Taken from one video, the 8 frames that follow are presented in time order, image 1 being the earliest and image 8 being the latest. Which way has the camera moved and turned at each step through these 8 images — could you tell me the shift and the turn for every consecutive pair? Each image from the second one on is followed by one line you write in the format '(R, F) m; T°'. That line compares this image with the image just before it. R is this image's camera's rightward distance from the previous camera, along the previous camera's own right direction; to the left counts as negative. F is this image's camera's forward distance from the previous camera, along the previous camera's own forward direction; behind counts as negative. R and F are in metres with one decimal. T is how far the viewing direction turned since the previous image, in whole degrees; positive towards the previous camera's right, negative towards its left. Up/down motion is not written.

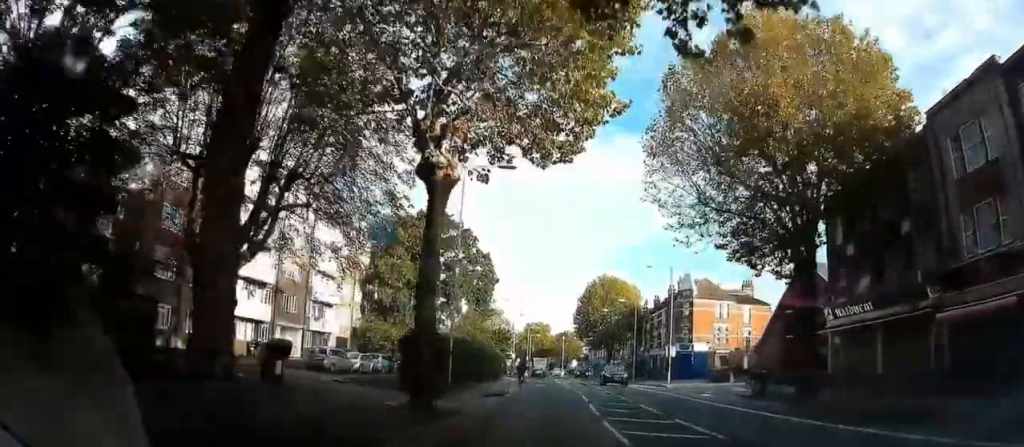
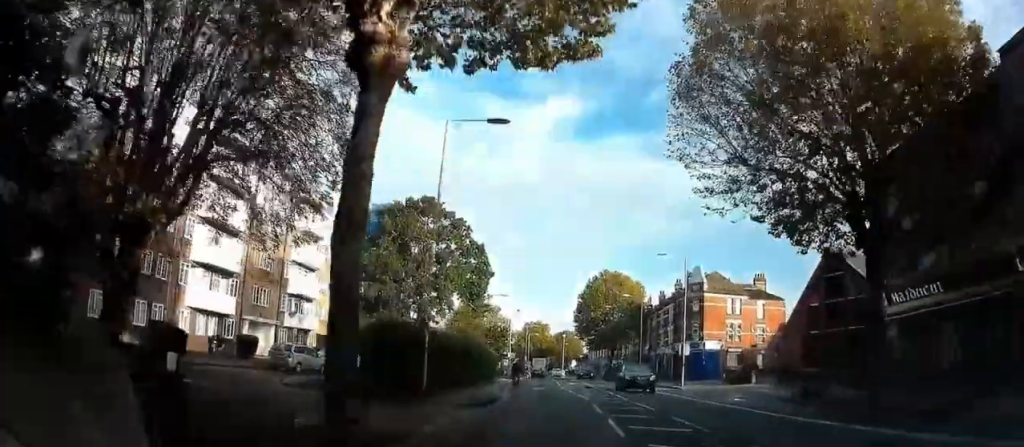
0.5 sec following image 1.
(-0.1, +4.9) m; 0°
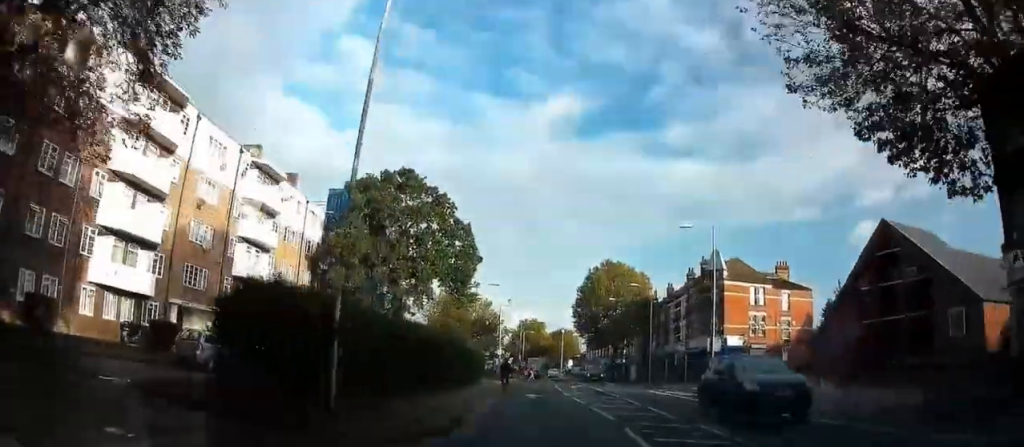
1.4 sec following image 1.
(+0.2, +8.4) m; +1°
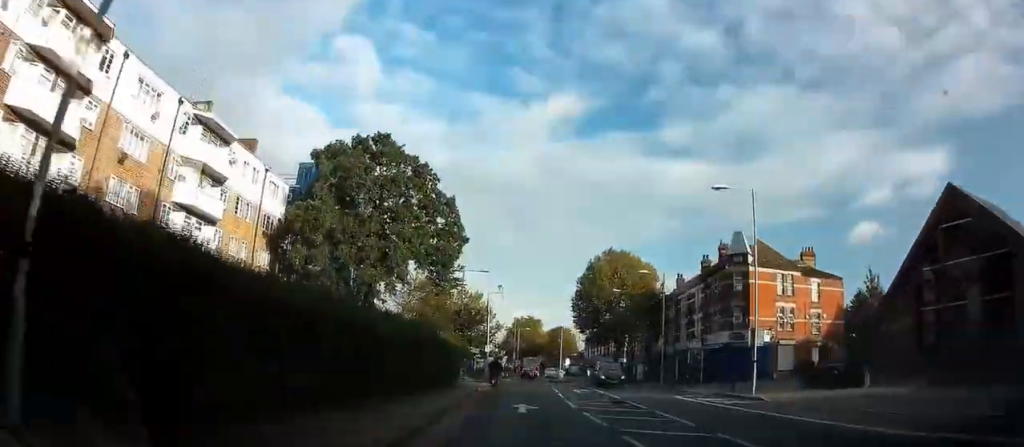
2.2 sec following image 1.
(+0.1, +8.0) m; +1°
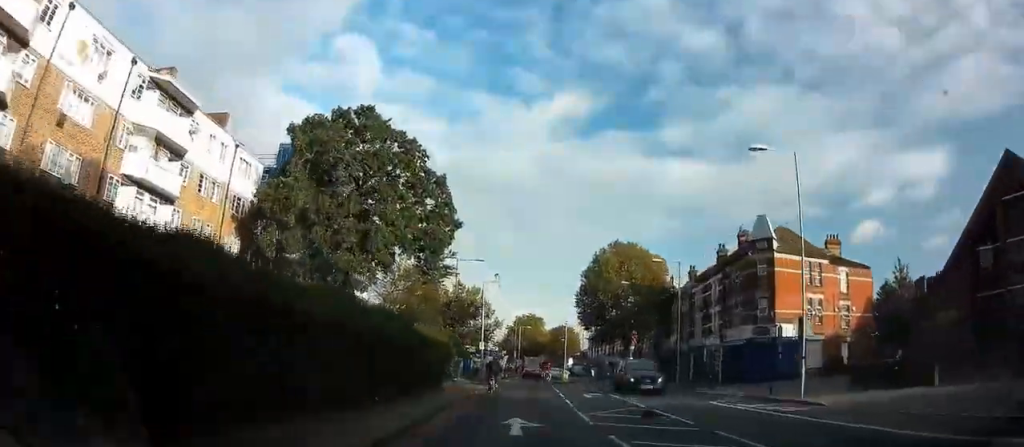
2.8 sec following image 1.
(0.0, +5.4) m; +1°
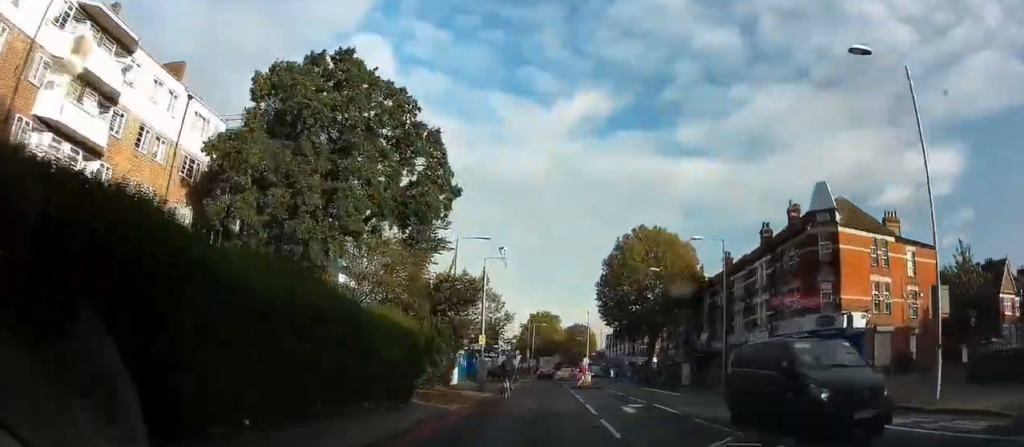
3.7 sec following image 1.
(+0.1, +8.4) m; 0°
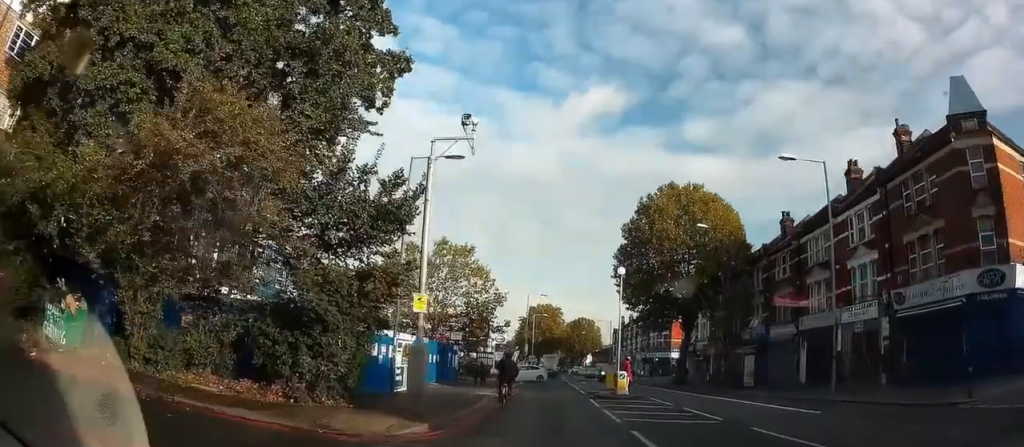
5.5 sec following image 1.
(-0.1, +16.4) m; 0°
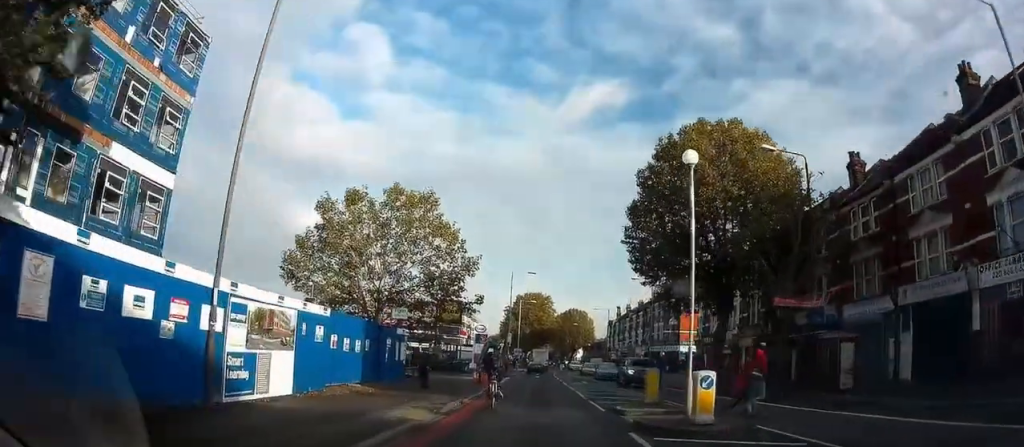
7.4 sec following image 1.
(0.0, +13.7) m; 0°
